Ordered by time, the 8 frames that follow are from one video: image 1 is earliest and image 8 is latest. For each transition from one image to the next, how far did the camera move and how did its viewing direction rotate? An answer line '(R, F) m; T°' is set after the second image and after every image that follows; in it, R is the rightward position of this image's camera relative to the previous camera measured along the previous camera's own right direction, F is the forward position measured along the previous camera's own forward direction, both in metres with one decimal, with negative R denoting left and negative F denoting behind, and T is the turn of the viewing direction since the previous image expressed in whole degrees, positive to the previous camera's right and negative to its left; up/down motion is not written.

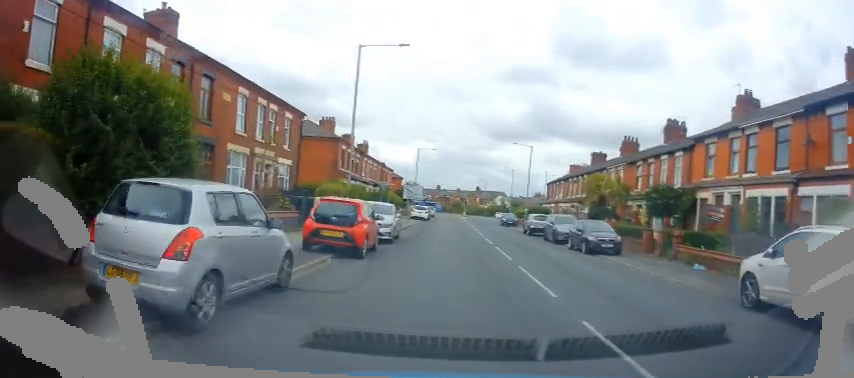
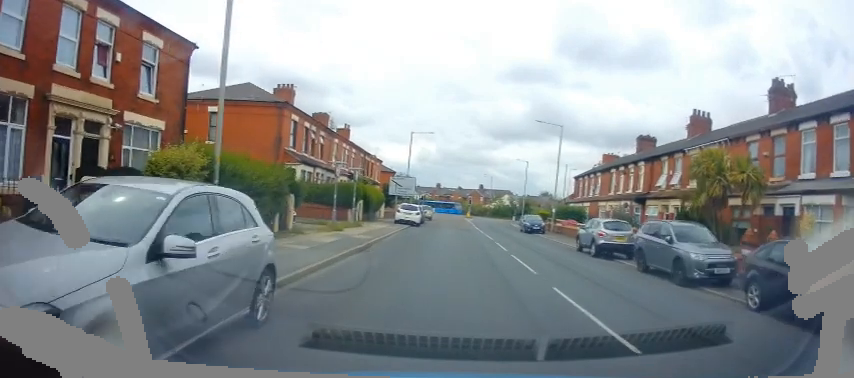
(+0.3, +14.8) m; +1°
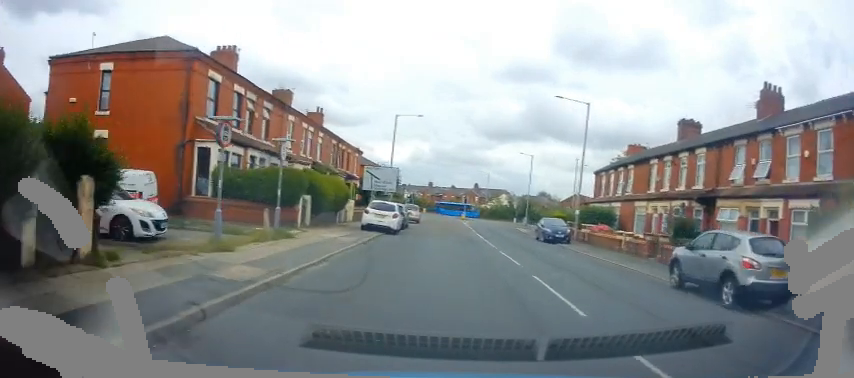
(-0.1, +10.4) m; 0°
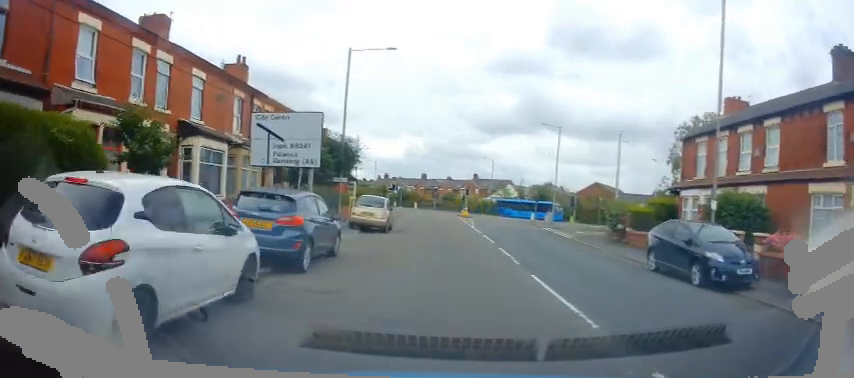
(+0.1, +18.6) m; 0°
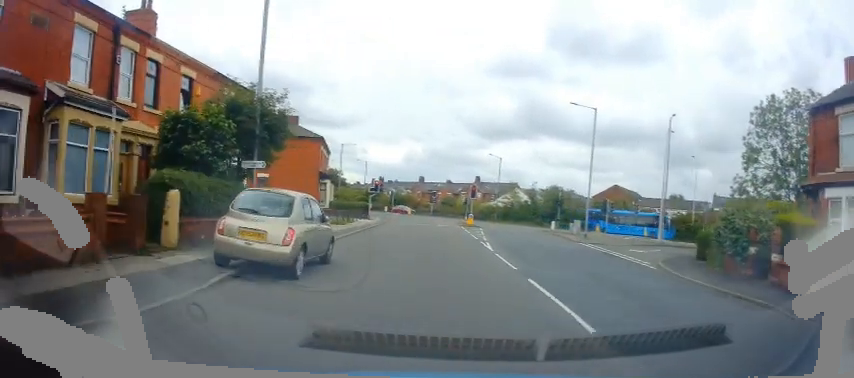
(0.0, +11.8) m; -1°
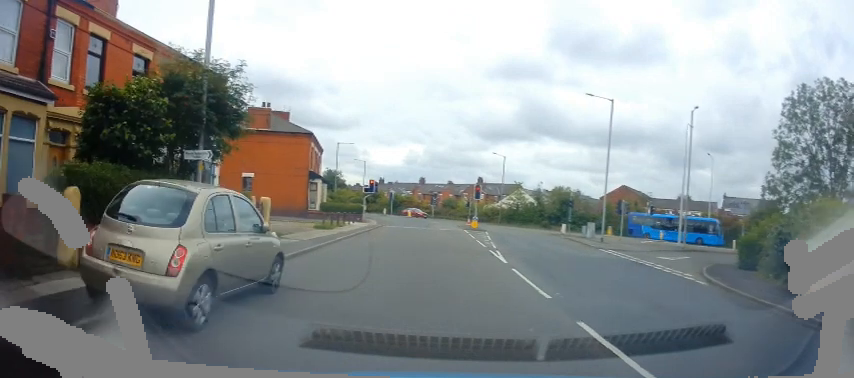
(0.0, +3.6) m; 0°
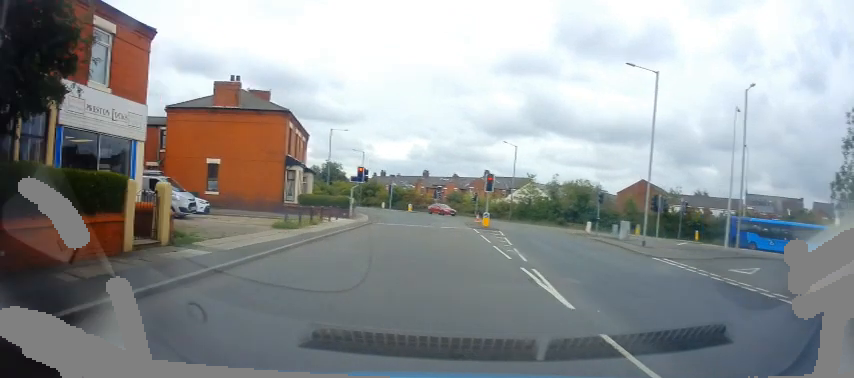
(-0.2, +6.5) m; 0°
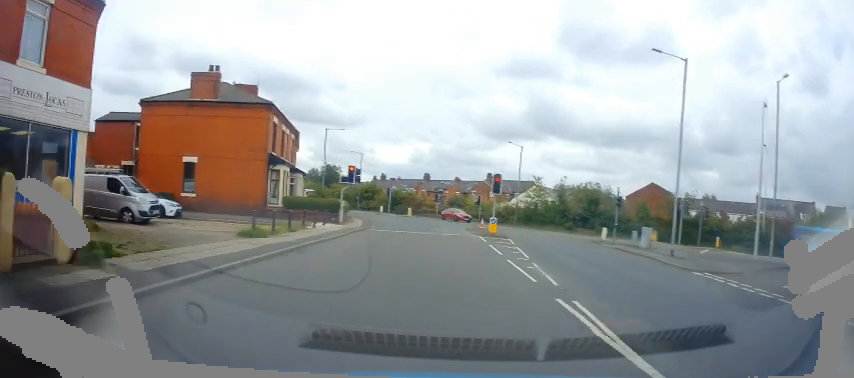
(+0.1, +3.2) m; 0°
